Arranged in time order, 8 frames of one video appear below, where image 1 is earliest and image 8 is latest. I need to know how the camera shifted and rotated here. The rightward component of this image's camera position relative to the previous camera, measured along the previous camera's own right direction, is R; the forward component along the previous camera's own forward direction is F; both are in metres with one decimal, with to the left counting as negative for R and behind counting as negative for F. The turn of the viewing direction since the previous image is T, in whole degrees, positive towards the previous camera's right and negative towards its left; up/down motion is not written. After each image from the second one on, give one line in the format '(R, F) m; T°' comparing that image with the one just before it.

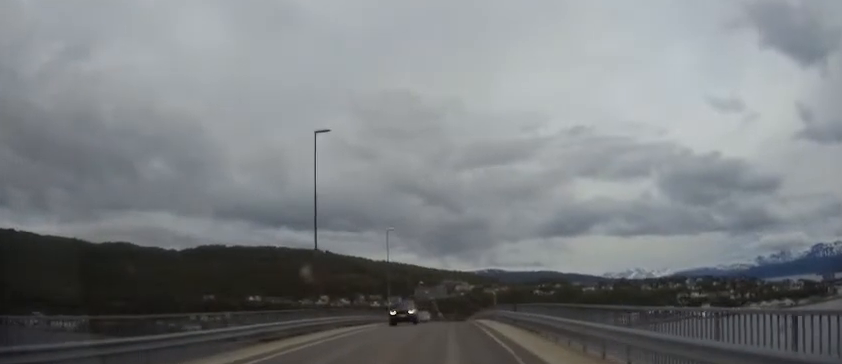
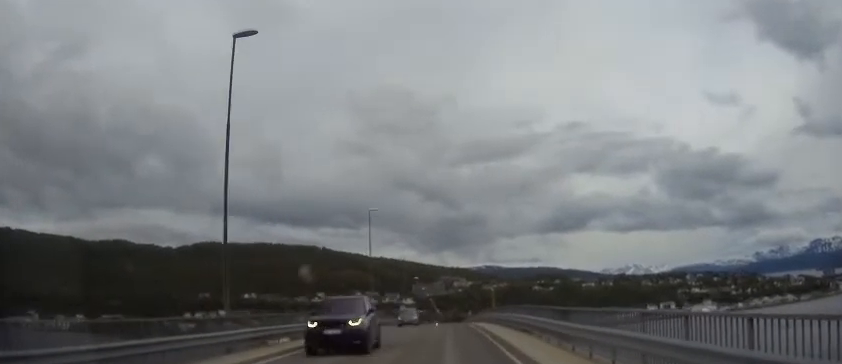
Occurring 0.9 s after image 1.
(-0.4, +12.6) m; -2°
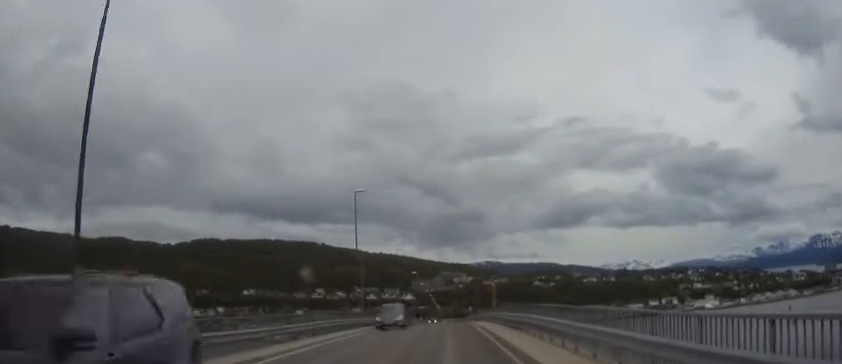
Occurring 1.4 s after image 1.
(-0.1, +8.1) m; 0°
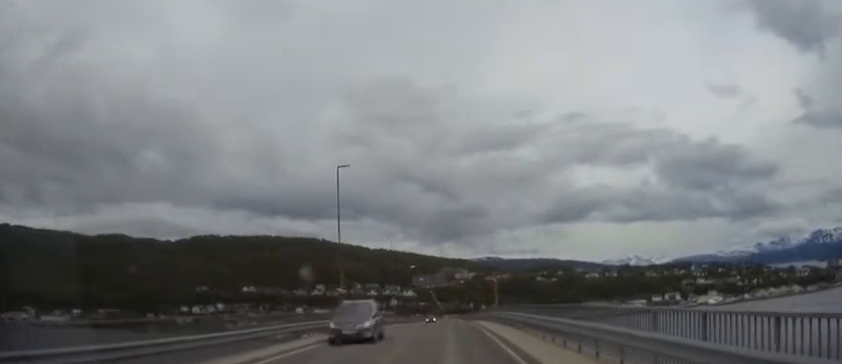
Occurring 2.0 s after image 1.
(0.0, +7.7) m; +2°
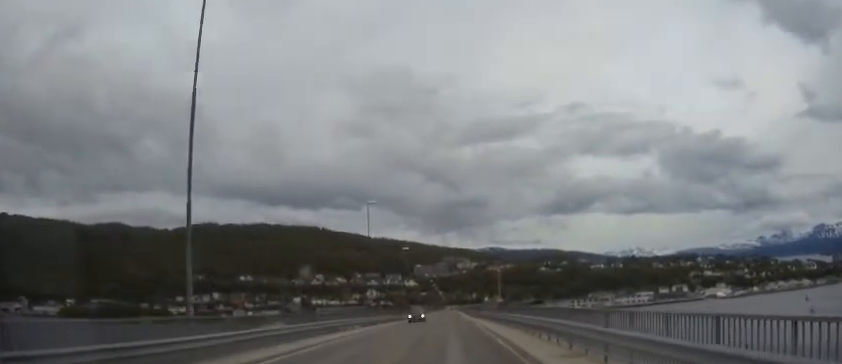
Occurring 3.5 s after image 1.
(+1.5, +22.8) m; +1°
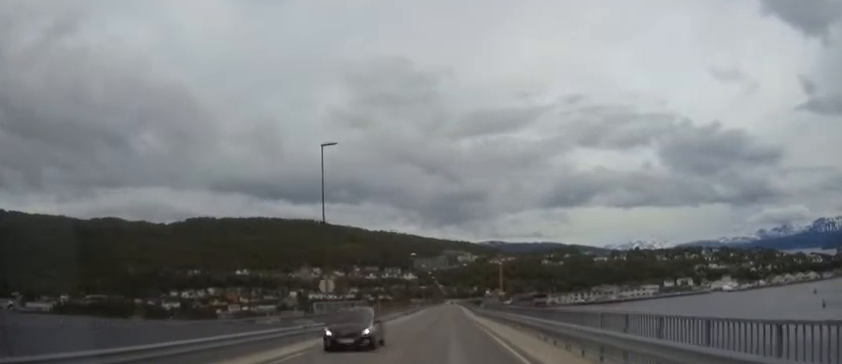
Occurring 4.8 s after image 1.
(-1.6, +18.4) m; -4°
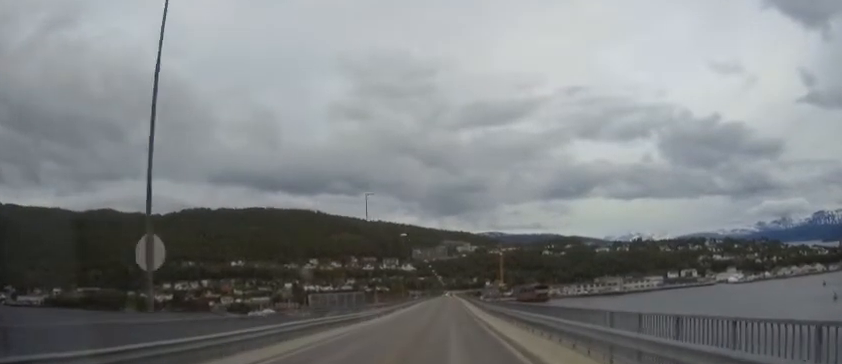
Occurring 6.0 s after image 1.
(+0.5, +18.8) m; 0°
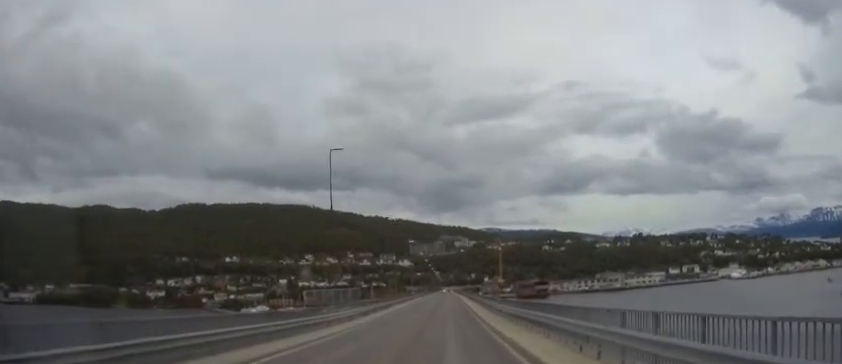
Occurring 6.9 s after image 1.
(-0.3, +13.9) m; -2°
